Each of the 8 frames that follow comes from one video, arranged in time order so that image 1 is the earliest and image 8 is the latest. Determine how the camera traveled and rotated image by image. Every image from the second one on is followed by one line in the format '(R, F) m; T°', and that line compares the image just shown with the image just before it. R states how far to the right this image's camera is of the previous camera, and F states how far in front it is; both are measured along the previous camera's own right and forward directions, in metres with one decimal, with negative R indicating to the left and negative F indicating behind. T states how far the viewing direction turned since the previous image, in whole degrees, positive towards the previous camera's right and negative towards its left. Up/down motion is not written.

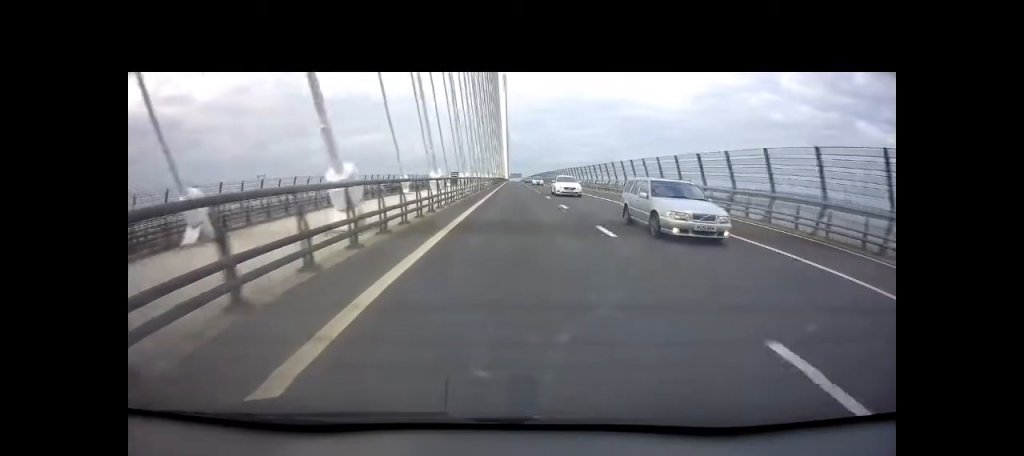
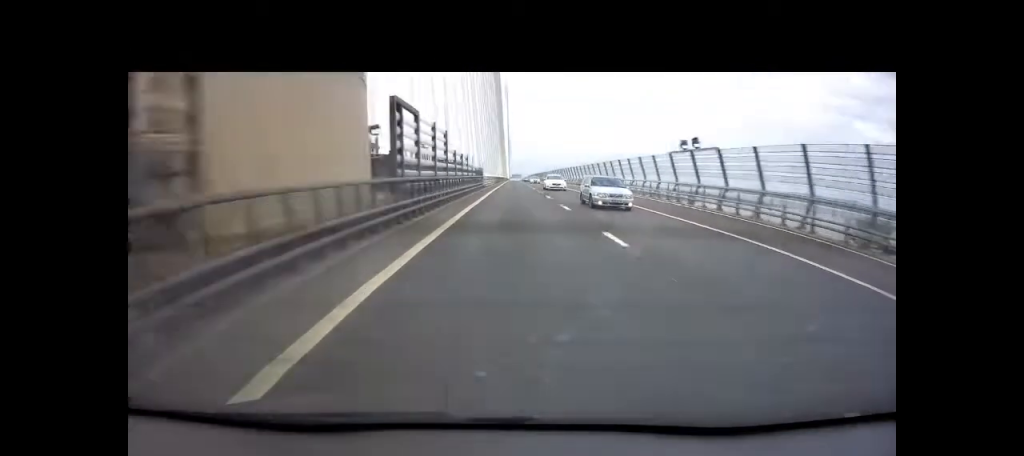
(-0.1, +69.8) m; 0°
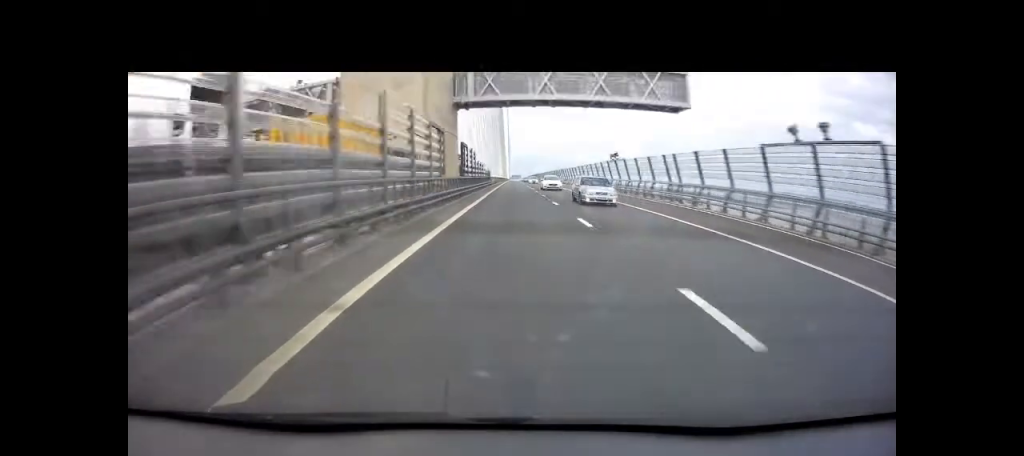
(0.0, +21.4) m; 0°
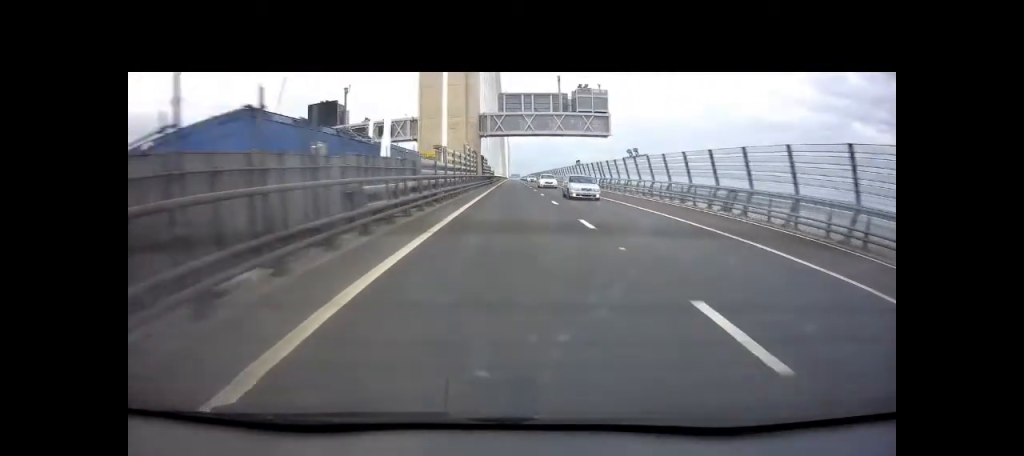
(0.0, +25.9) m; 0°
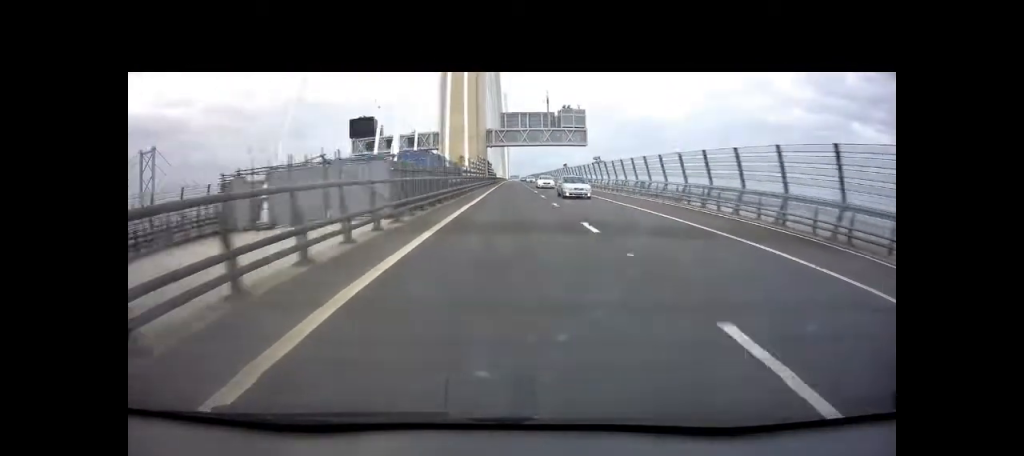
(0.0, +16.8) m; 0°
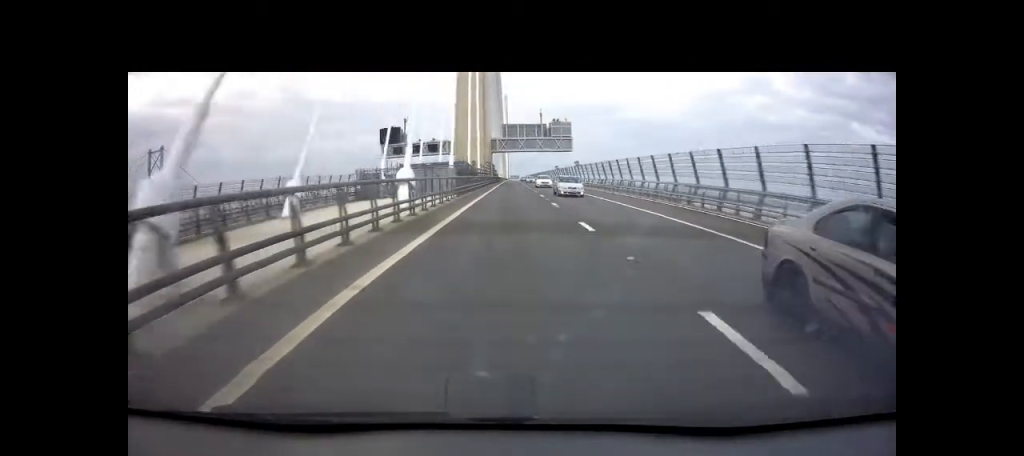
(0.0, +17.9) m; 0°
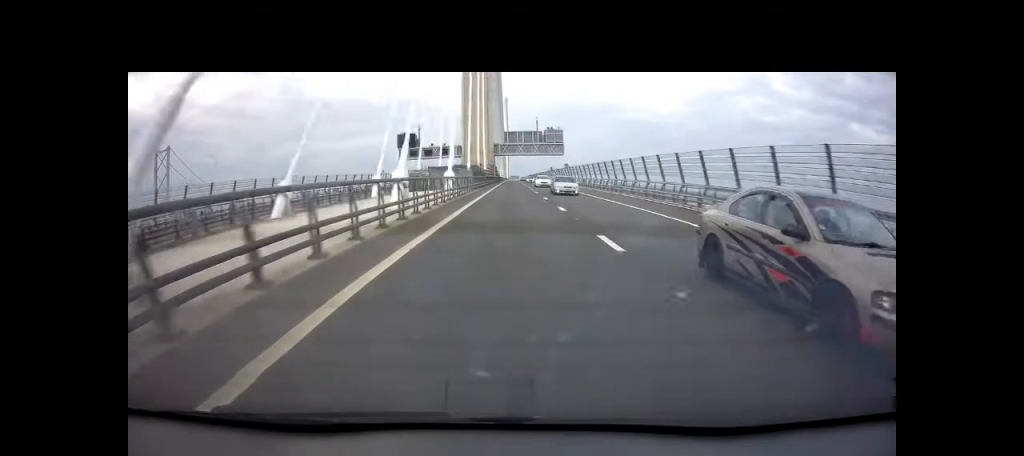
(0.0, +14.4) m; 0°
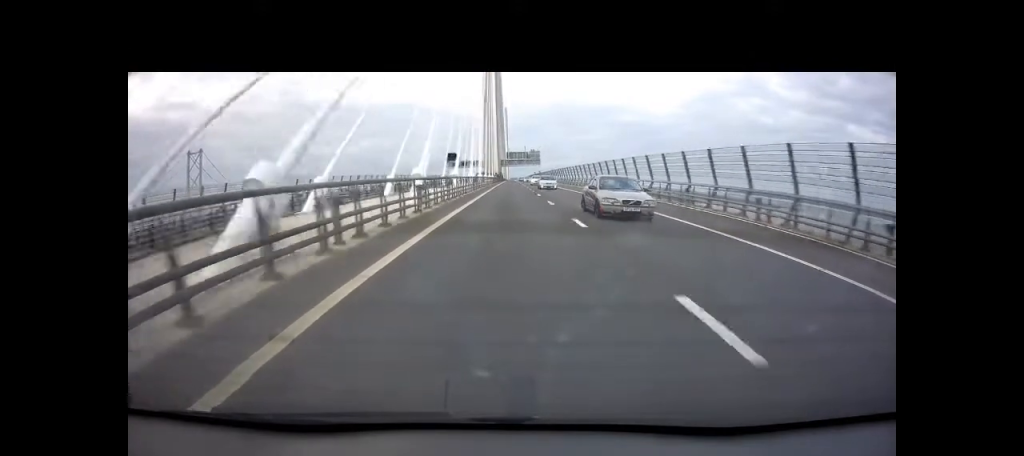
(+0.1, +81.3) m; 0°
